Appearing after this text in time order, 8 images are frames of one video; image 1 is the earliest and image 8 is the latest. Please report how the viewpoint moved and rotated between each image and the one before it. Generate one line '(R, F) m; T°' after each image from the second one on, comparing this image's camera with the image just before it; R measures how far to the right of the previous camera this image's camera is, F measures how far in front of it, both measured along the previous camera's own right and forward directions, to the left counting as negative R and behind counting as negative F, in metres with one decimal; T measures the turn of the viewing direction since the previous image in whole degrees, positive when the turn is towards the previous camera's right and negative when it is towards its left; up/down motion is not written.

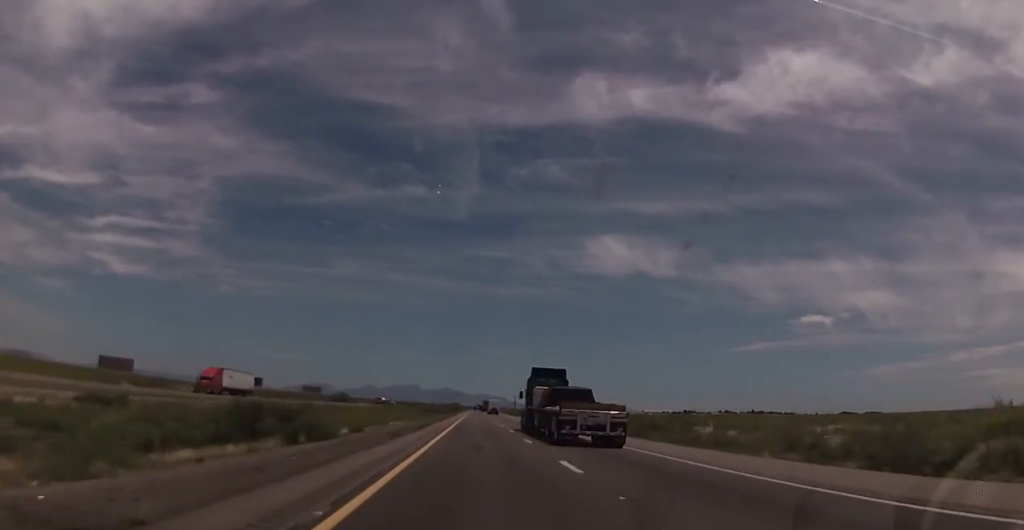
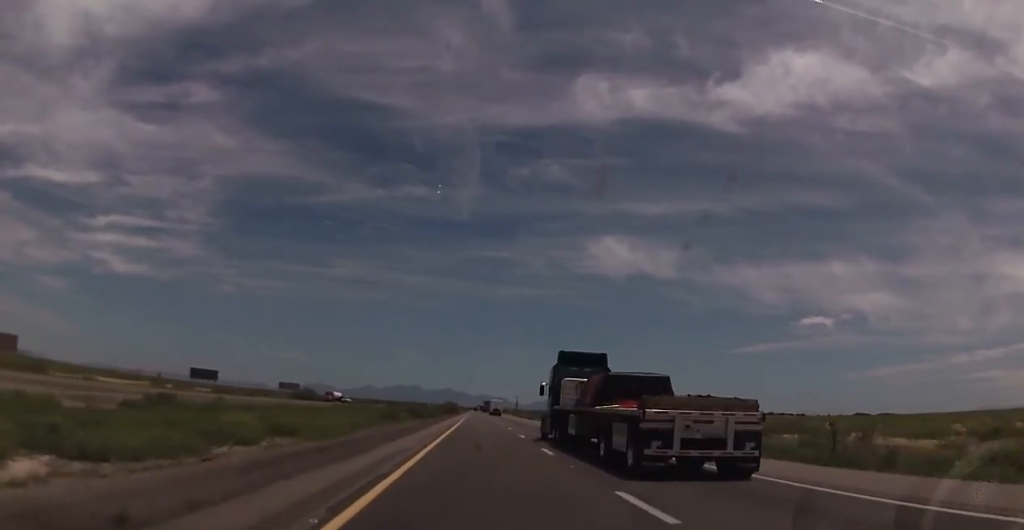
(-0.7, +55.5) m; -1°
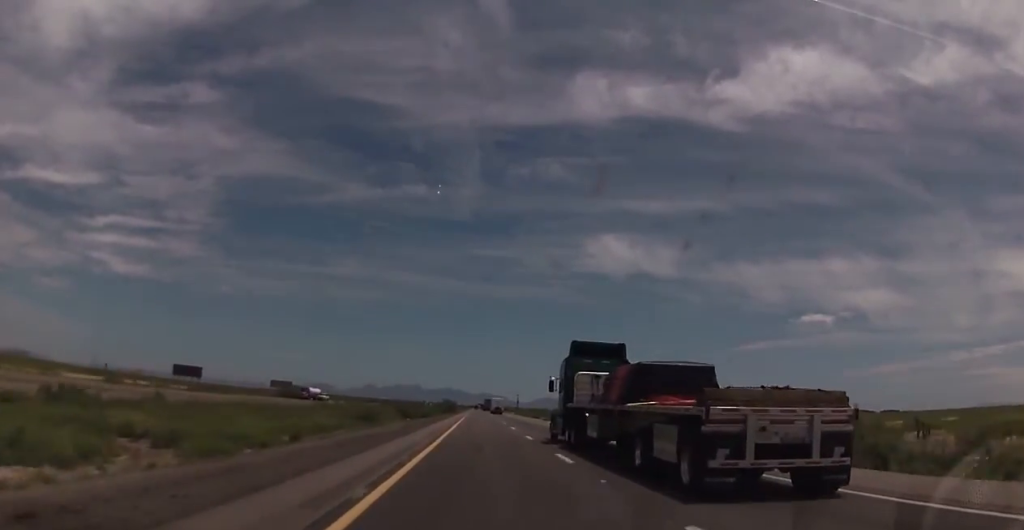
(+0.2, +15.6) m; 0°
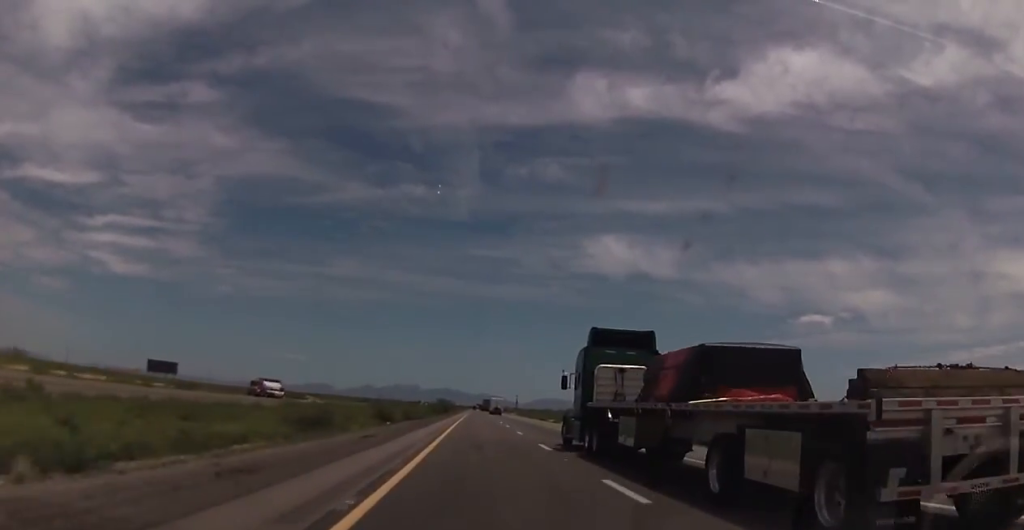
(+0.2, +19.3) m; 0°
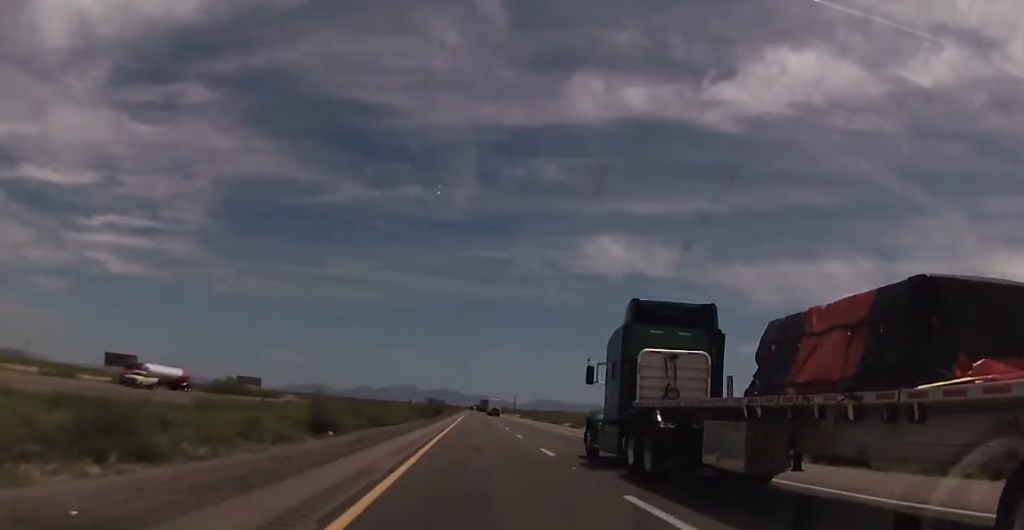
(0.0, +26.5) m; 0°
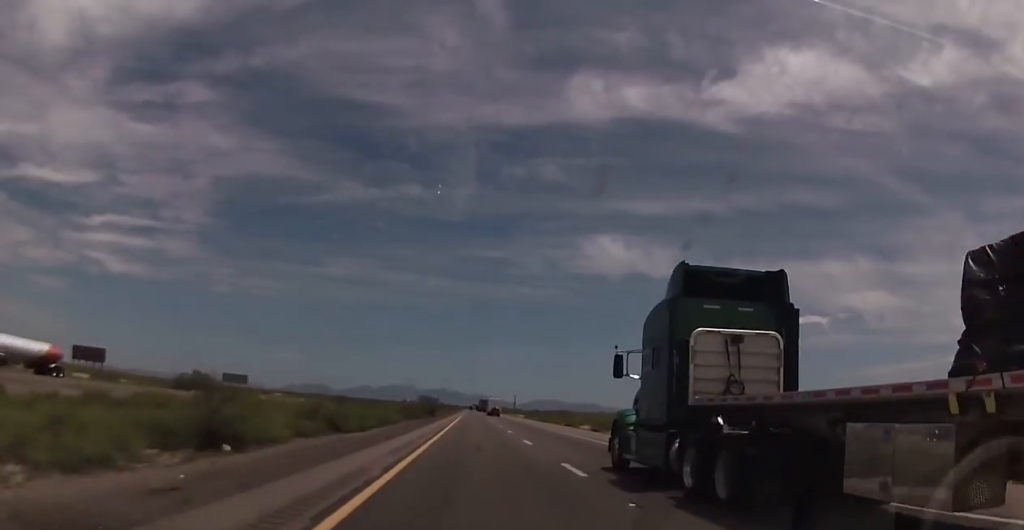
(0.0, +18.1) m; 0°
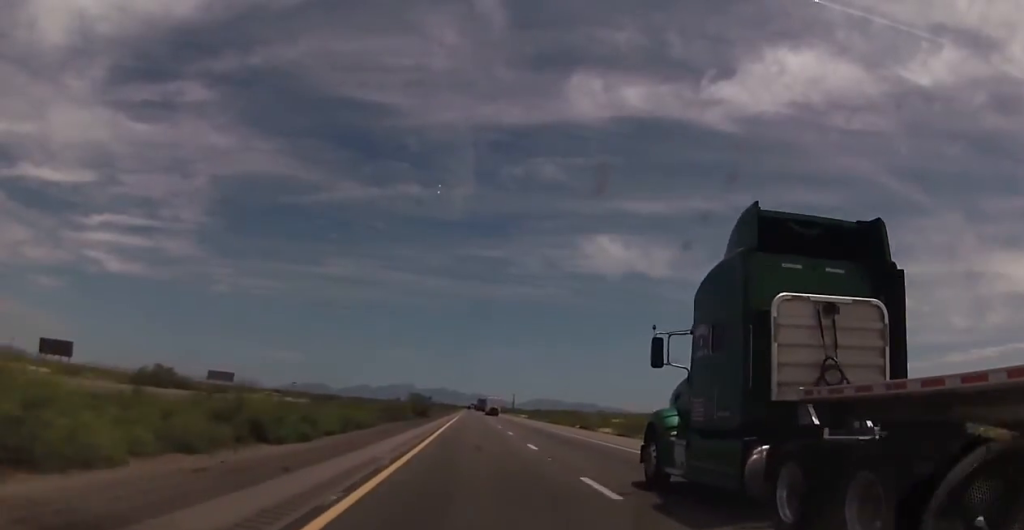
(-0.2, +15.7) m; 0°
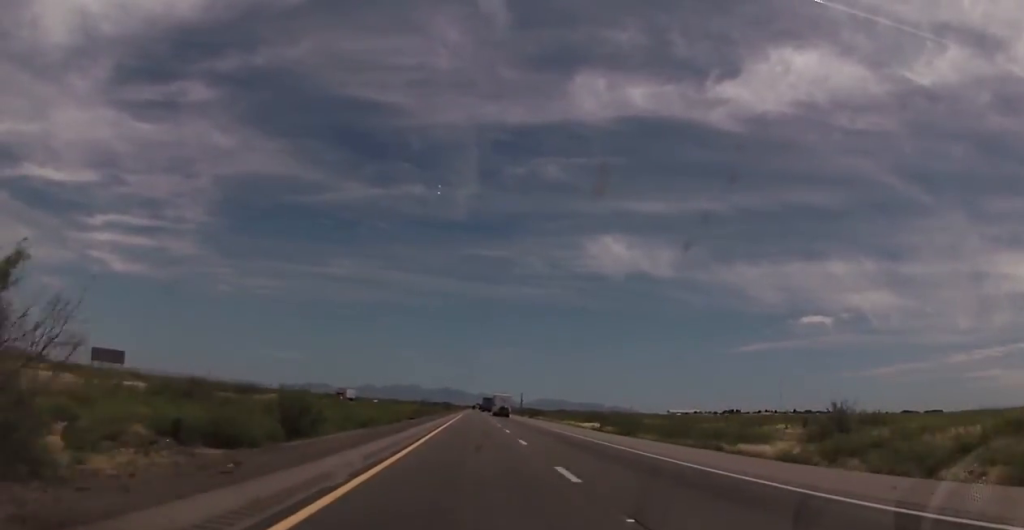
(+0.9, +96.2) m; 0°
